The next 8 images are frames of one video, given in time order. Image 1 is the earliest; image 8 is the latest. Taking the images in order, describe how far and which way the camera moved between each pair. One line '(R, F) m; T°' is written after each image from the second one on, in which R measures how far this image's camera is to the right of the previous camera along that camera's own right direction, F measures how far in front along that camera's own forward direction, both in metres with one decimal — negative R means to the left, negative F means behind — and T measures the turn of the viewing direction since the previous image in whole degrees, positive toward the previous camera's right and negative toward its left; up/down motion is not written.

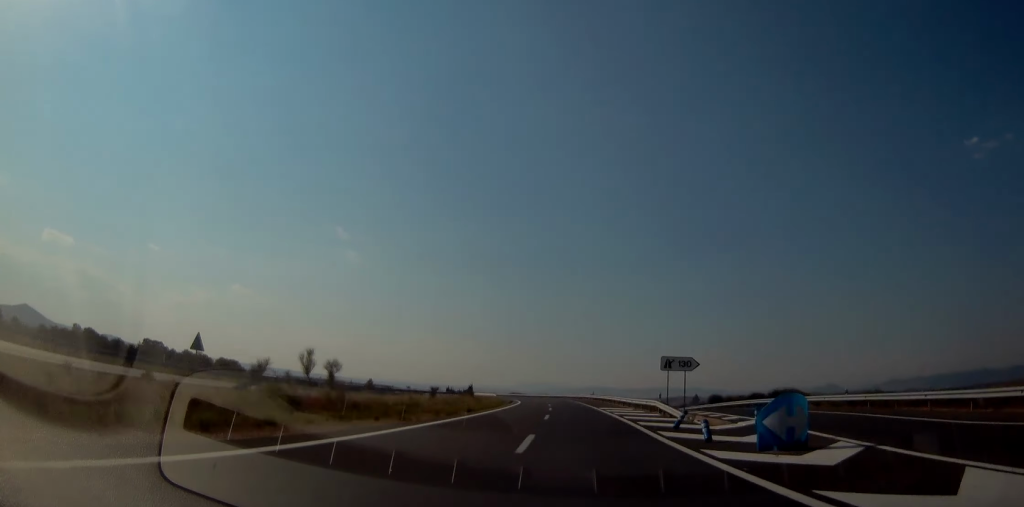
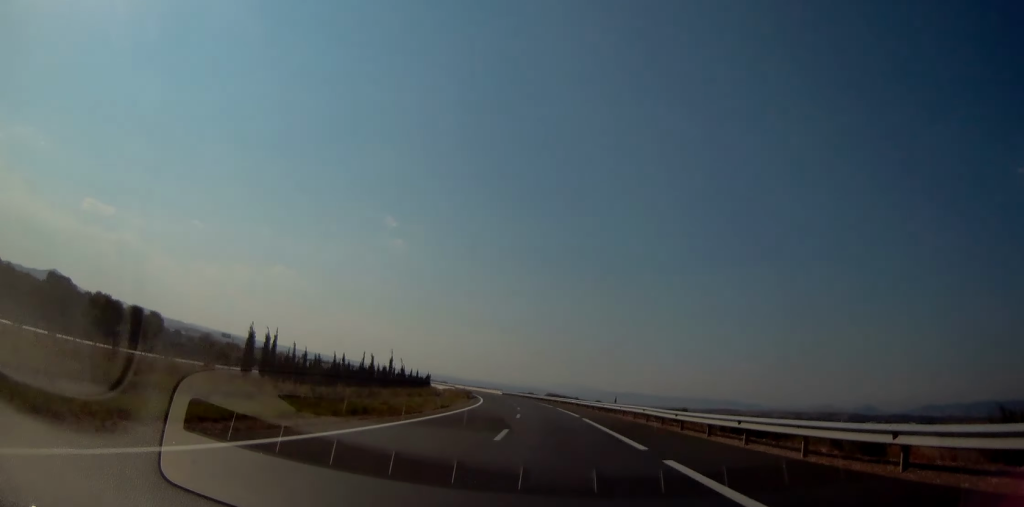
(+6.5, +97.8) m; -4°
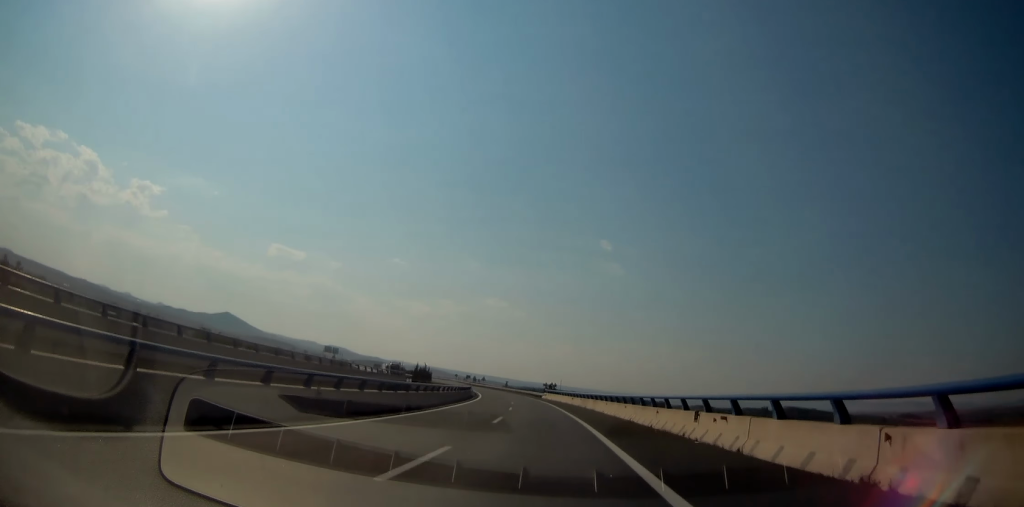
(-36.3, +227.4) m; -18°
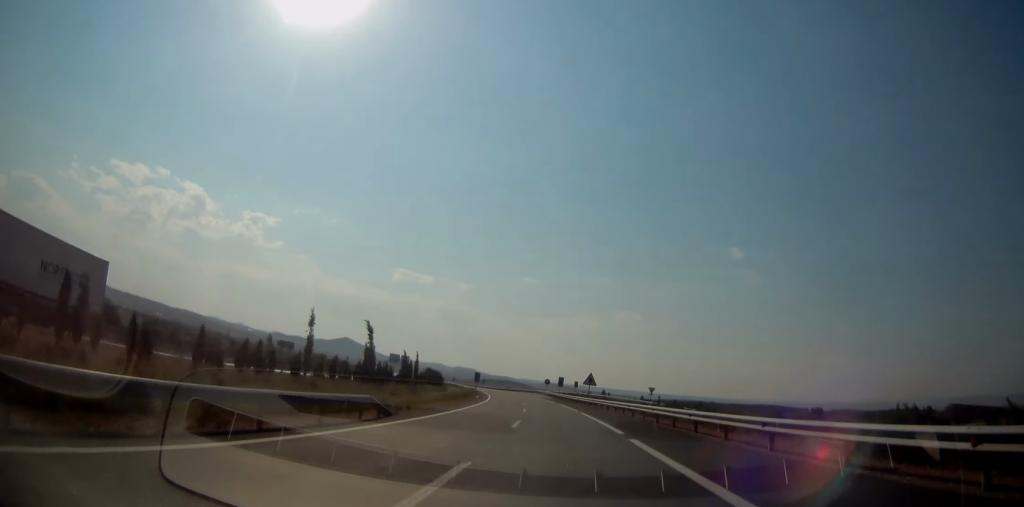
(-17.9, +138.5) m; -10°
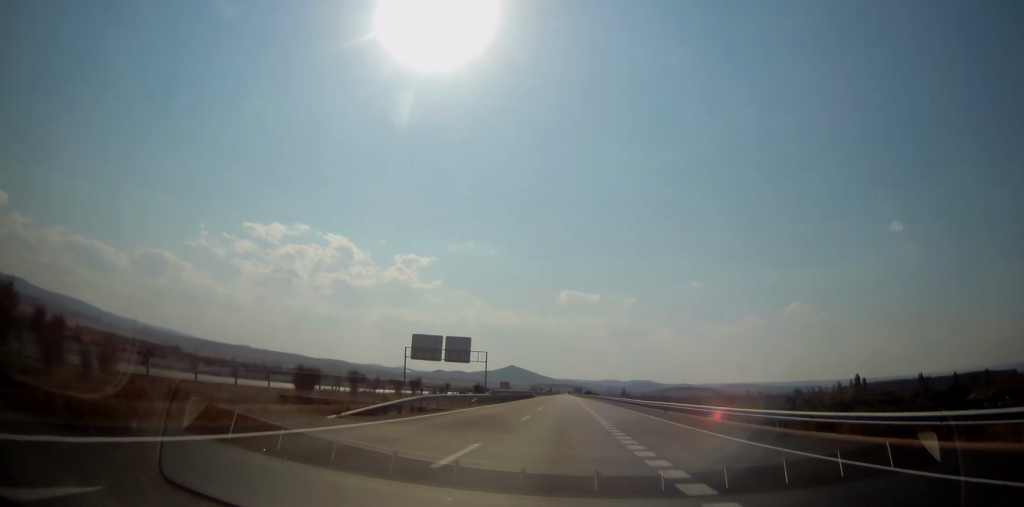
(-31.5, +245.2) m; -10°
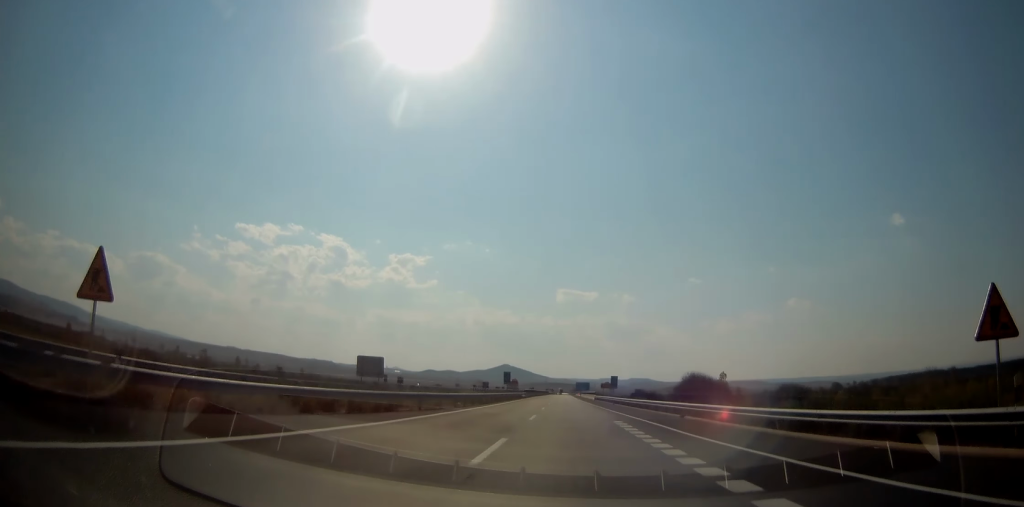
(-2.9, +211.7) m; -1°
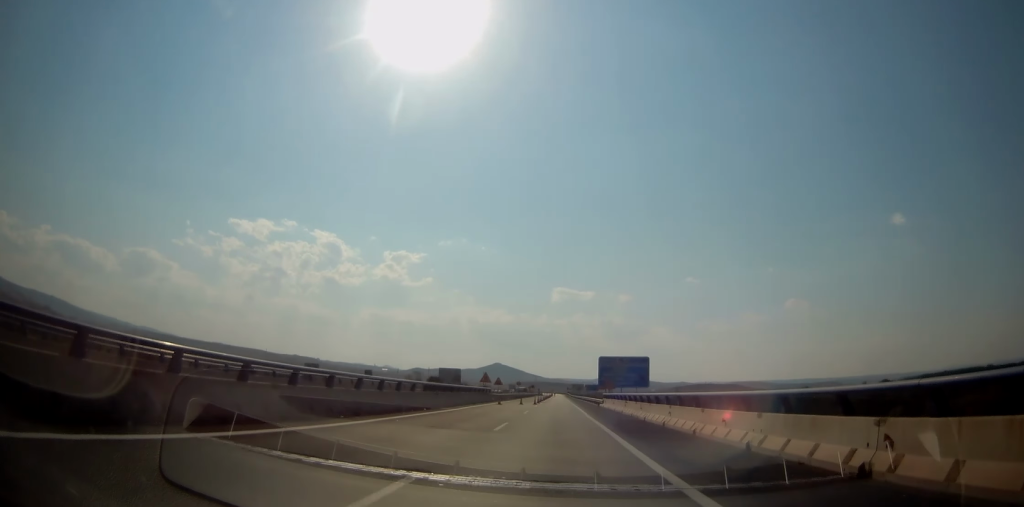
(+0.5, +202.1) m; 0°
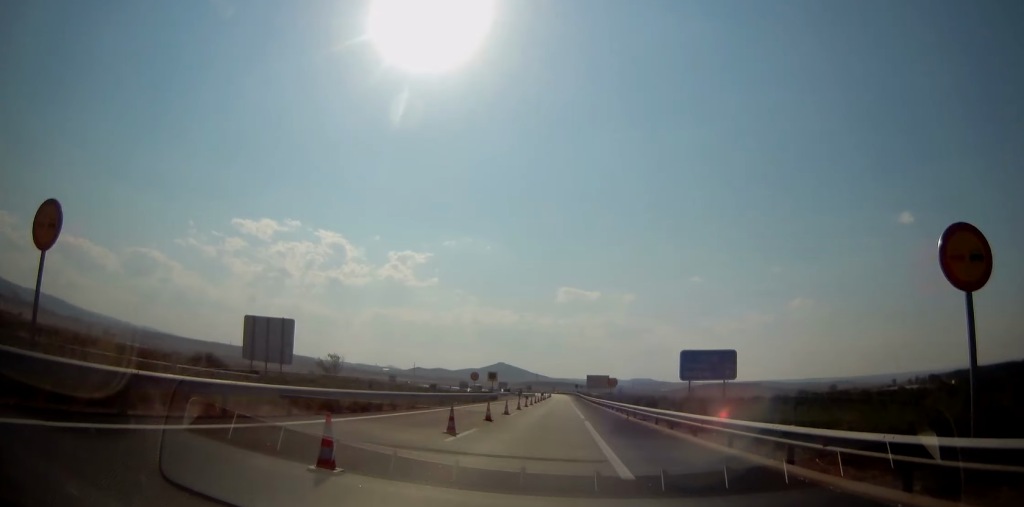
(+0.3, +118.2) m; -1°
